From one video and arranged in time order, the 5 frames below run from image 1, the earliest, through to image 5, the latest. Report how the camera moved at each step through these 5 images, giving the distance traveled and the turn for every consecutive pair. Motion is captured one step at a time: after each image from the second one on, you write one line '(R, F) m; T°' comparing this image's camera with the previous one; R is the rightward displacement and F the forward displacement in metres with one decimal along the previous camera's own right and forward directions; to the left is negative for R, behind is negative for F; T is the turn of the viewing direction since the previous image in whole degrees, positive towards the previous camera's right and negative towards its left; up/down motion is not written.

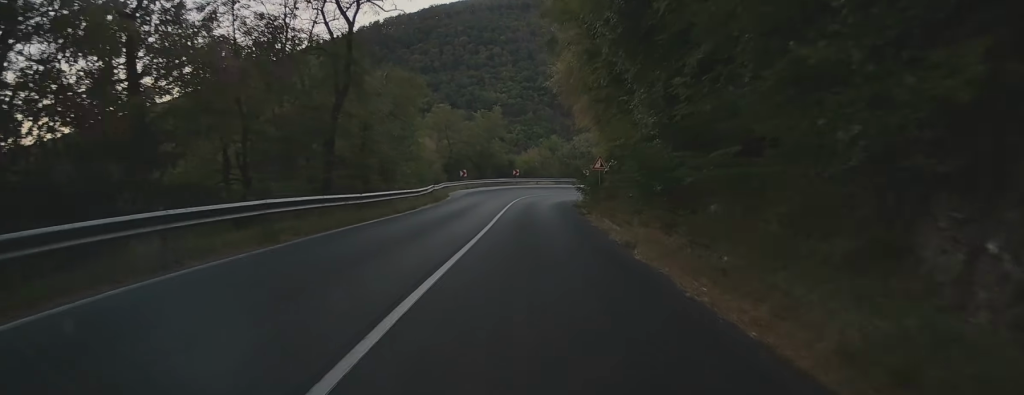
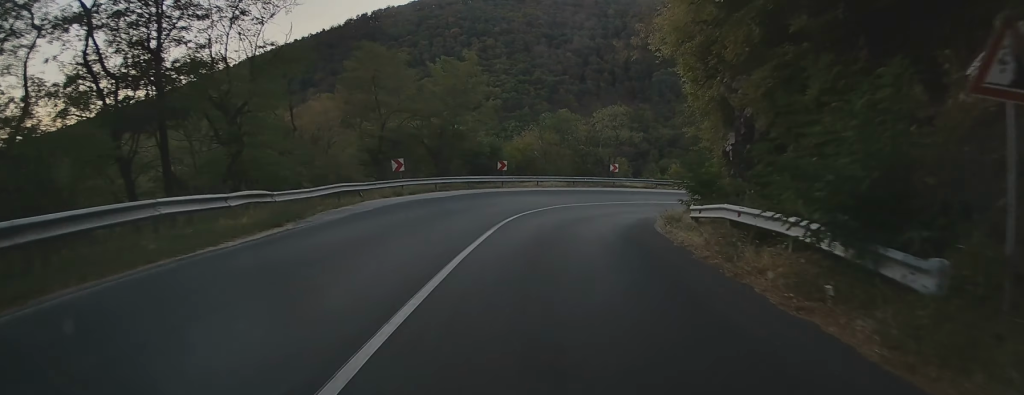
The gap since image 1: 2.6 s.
(+2.3, +31.8) m; +4°
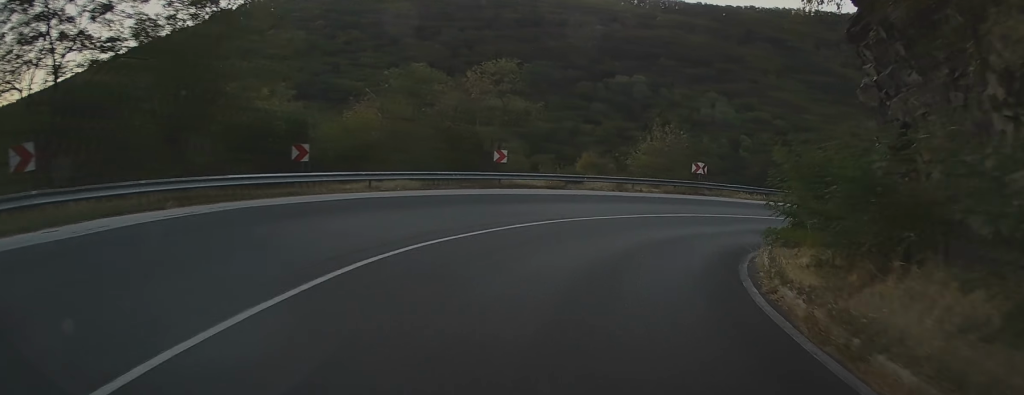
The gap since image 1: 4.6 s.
(-2.1, +20.0) m; -3°
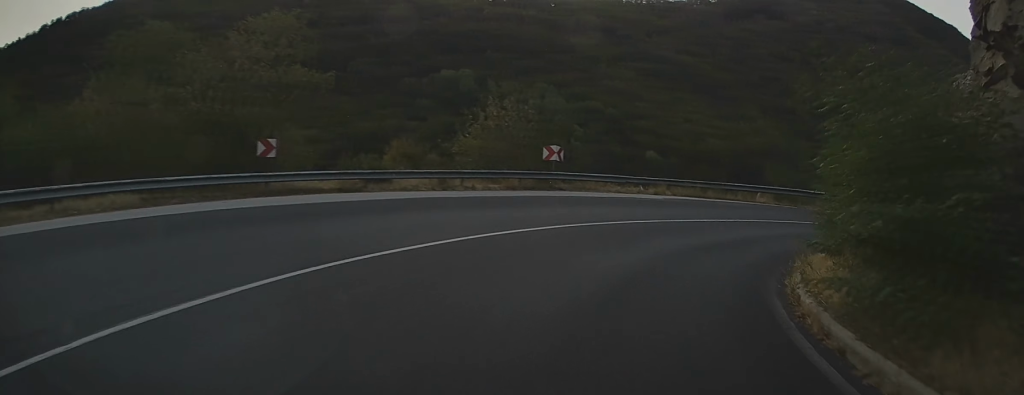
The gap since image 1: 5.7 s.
(+1.1, +10.0) m; +19°
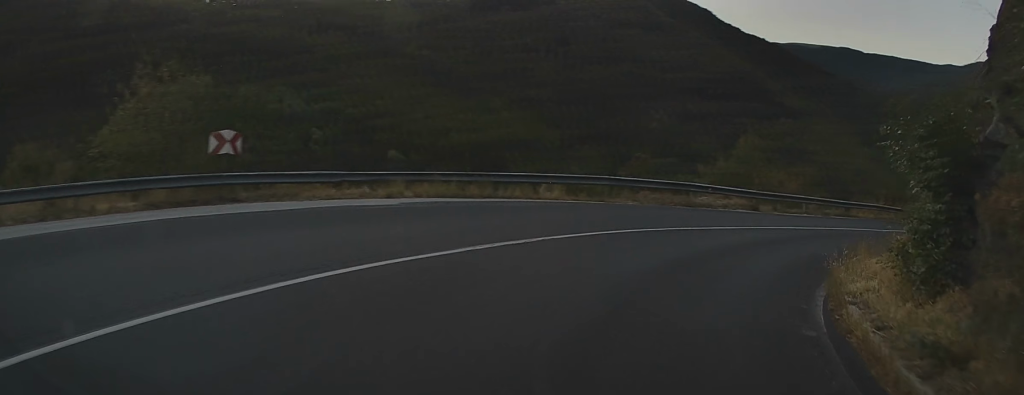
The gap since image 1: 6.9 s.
(+2.2, +9.7) m; +26°
